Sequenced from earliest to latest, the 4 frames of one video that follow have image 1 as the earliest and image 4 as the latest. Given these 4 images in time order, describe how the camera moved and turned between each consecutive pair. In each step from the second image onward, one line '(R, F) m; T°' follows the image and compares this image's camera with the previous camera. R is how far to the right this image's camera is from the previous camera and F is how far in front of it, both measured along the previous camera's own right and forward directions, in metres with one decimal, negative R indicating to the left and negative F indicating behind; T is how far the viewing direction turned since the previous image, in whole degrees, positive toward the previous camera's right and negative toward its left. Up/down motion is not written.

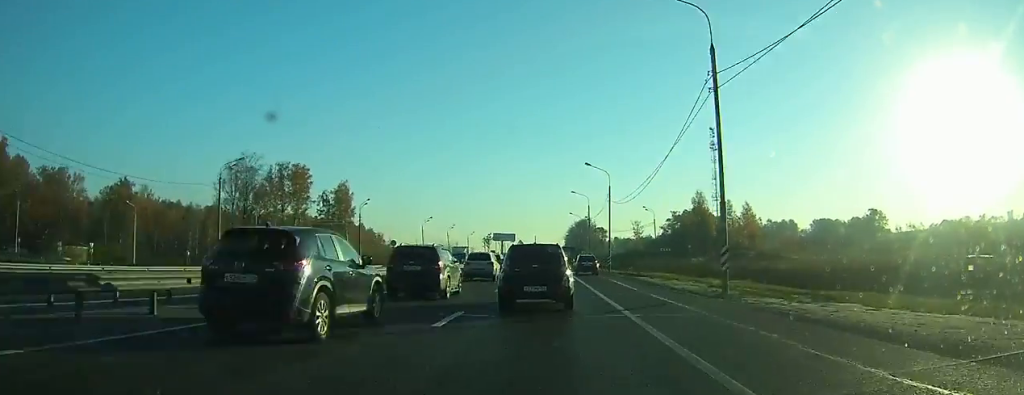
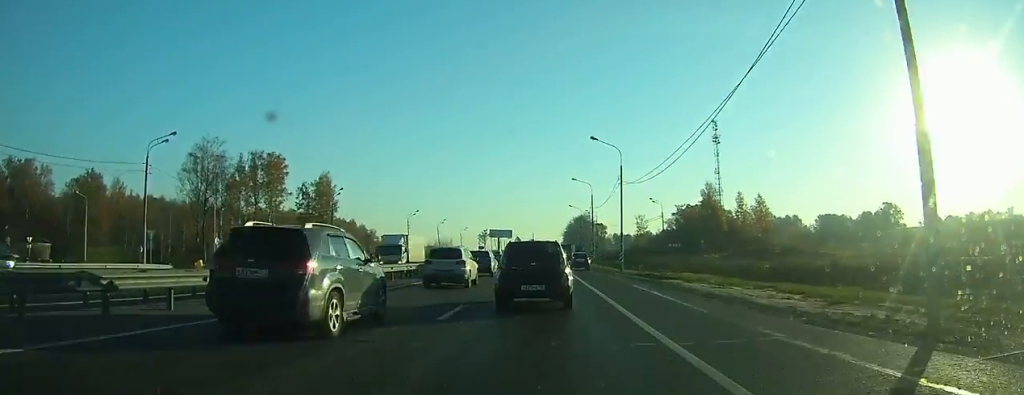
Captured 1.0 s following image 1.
(-0.1, +10.3) m; 0°
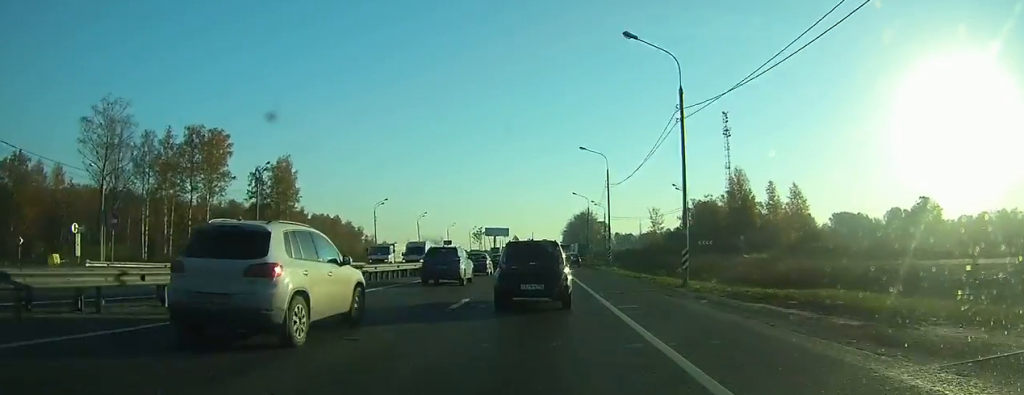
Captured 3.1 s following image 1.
(0.0, +21.2) m; 0°
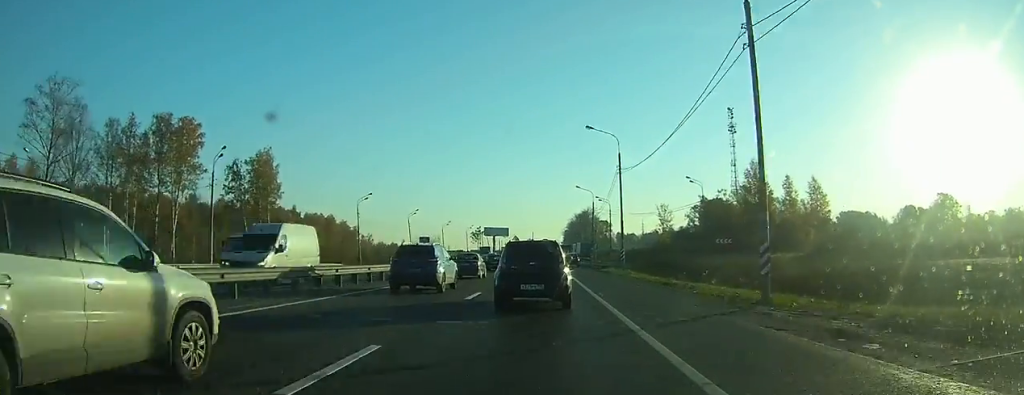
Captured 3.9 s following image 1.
(0.0, +9.2) m; 0°
